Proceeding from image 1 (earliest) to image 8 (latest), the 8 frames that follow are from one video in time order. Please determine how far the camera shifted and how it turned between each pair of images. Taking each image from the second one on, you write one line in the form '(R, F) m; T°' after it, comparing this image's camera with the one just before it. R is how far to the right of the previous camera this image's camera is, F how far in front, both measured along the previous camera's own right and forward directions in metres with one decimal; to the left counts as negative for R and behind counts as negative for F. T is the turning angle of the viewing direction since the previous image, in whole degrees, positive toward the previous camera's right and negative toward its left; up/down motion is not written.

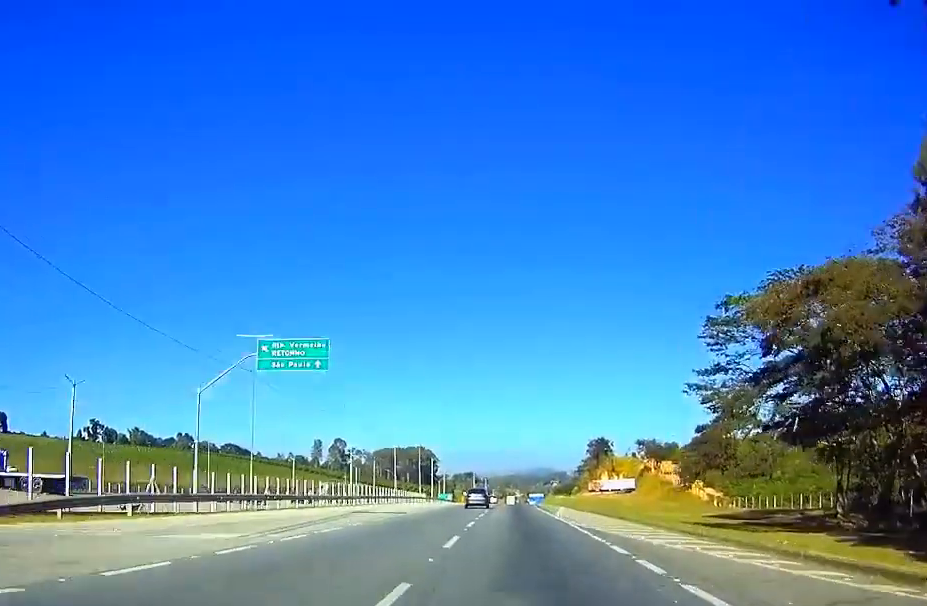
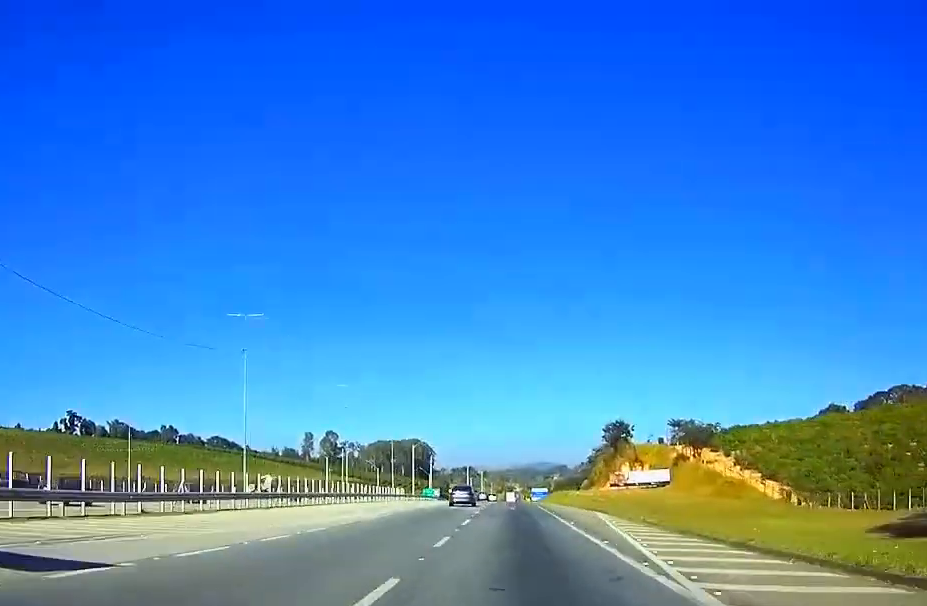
(+0.1, +32.4) m; 0°
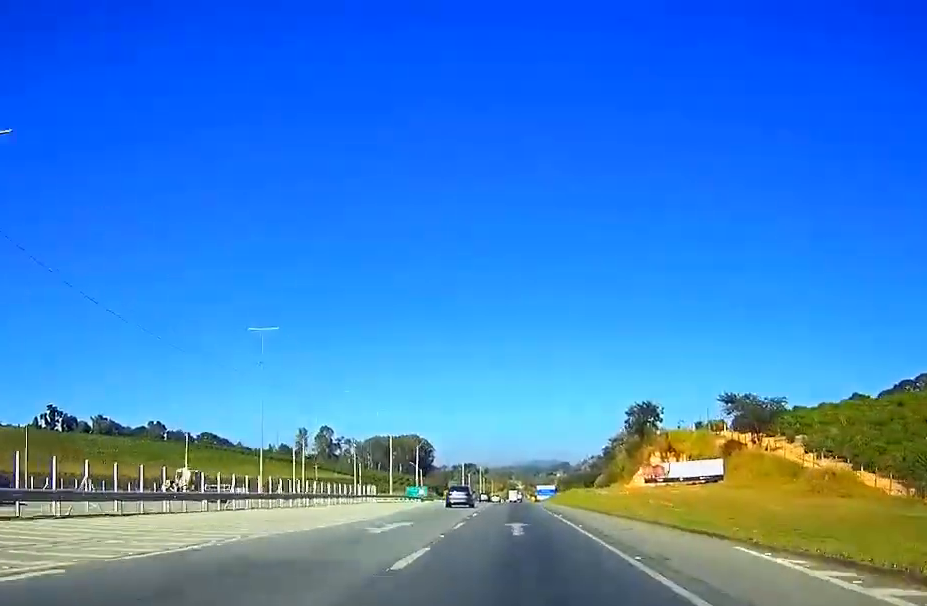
(0.0, +28.2) m; 0°
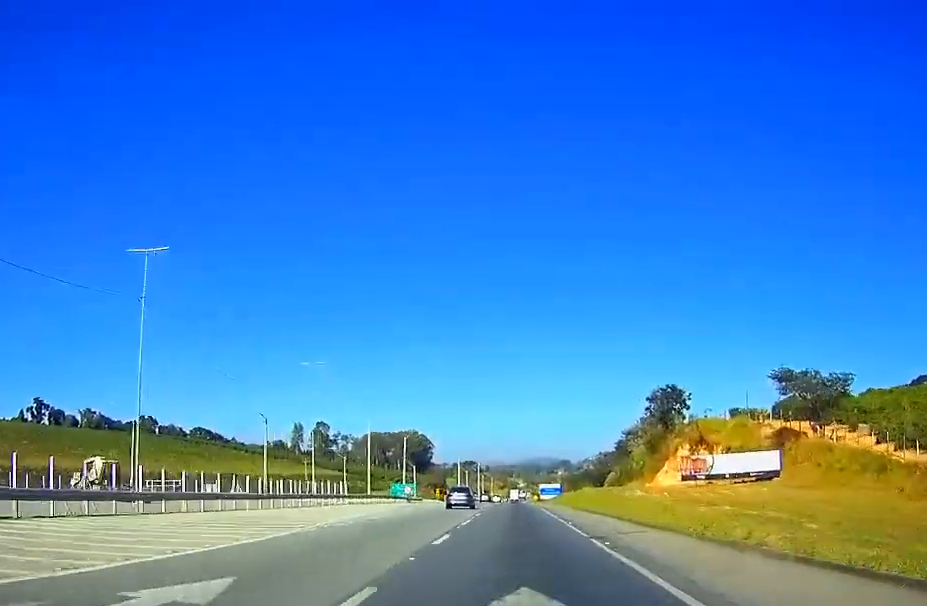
(0.0, +18.3) m; 0°
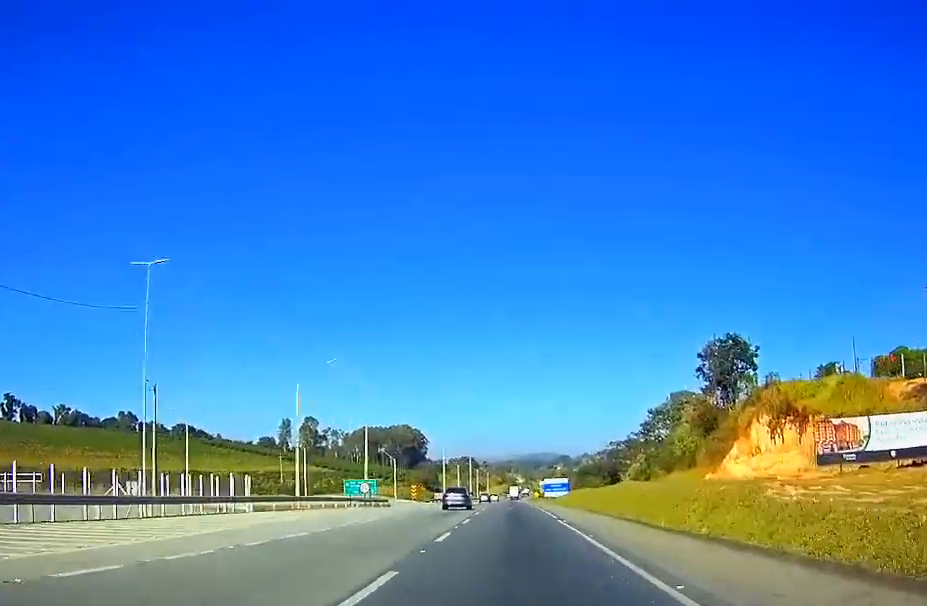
(0.0, +31.2) m; 0°
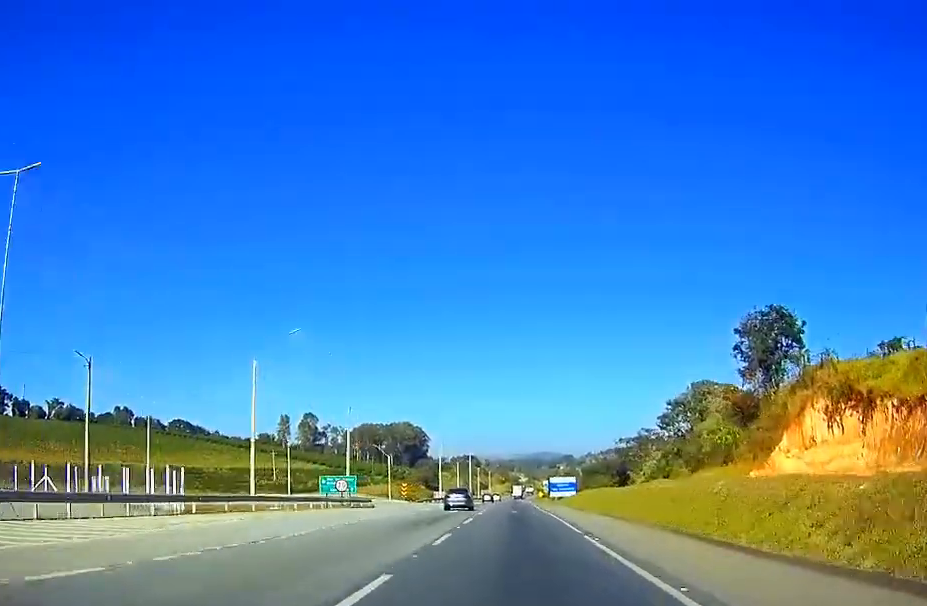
(0.0, +12.0) m; 0°
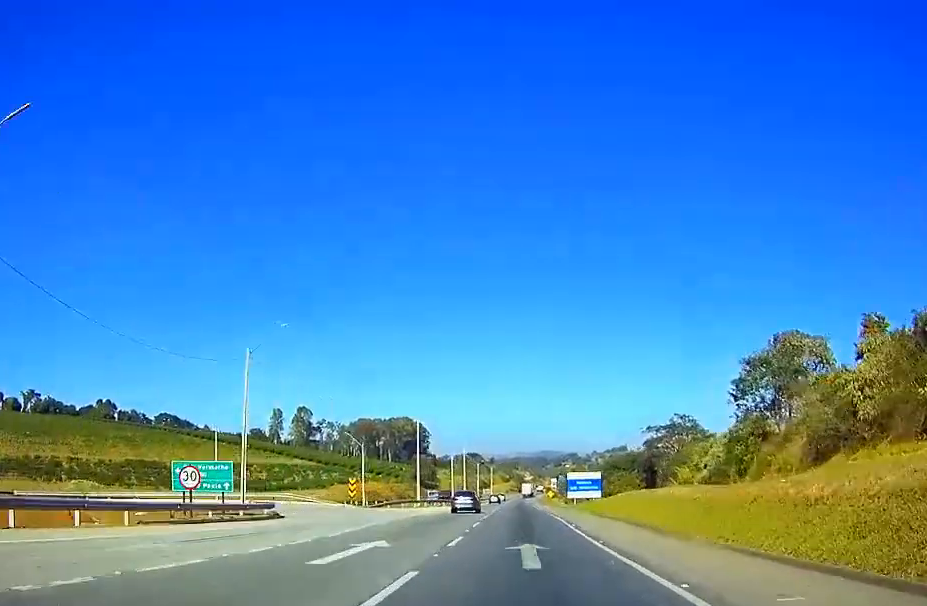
(-0.1, +33.5) m; 0°
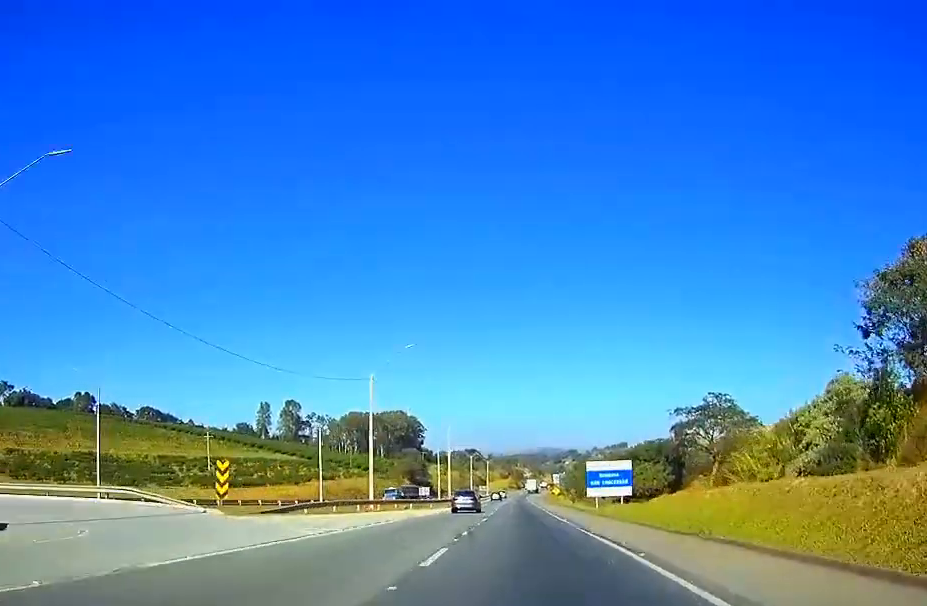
(-0.1, +28.3) m; 0°
